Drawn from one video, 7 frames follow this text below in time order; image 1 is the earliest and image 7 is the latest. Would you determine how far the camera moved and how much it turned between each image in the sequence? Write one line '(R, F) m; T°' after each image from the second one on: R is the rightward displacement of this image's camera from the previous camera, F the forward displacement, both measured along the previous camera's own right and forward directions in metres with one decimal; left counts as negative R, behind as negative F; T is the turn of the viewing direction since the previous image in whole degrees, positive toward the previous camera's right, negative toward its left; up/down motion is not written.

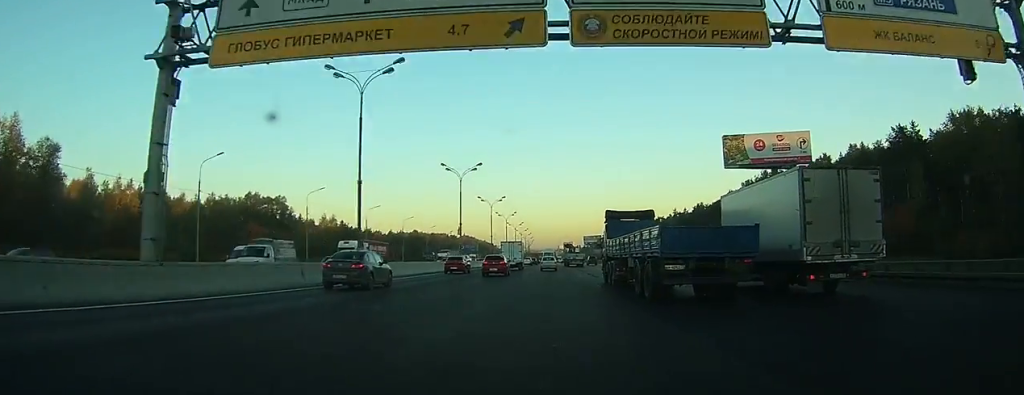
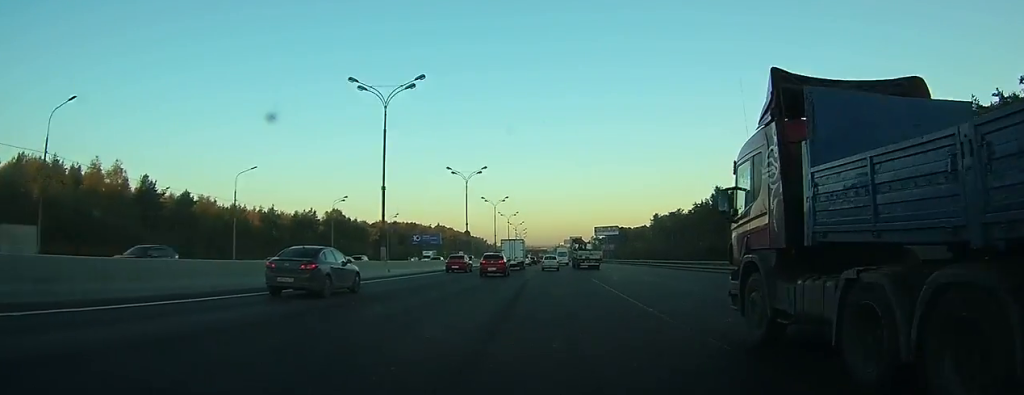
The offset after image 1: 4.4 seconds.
(-0.2, +112.6) m; 0°
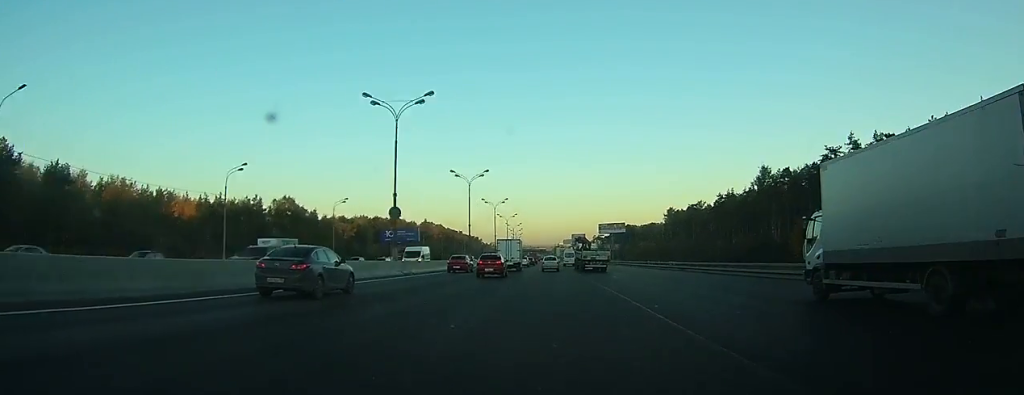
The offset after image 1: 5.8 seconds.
(0.0, +36.5) m; 0°
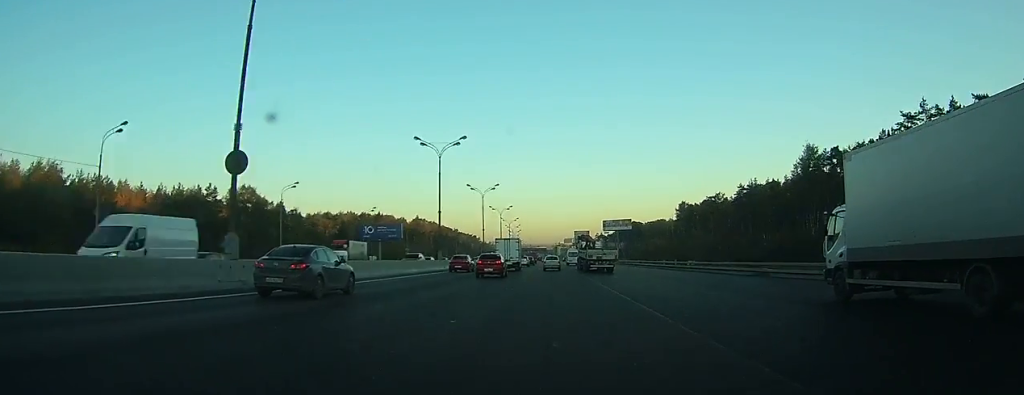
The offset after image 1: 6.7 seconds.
(0.0, +21.8) m; 0°
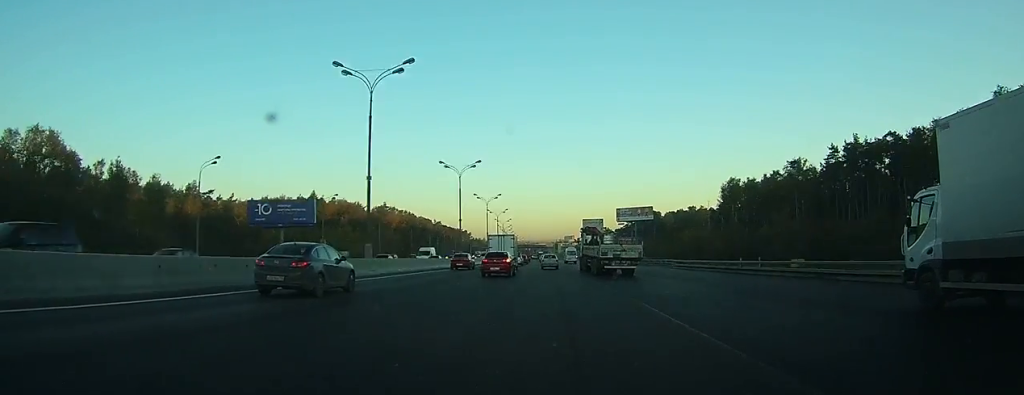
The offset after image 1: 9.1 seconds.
(+0.2, +57.1) m; 0°
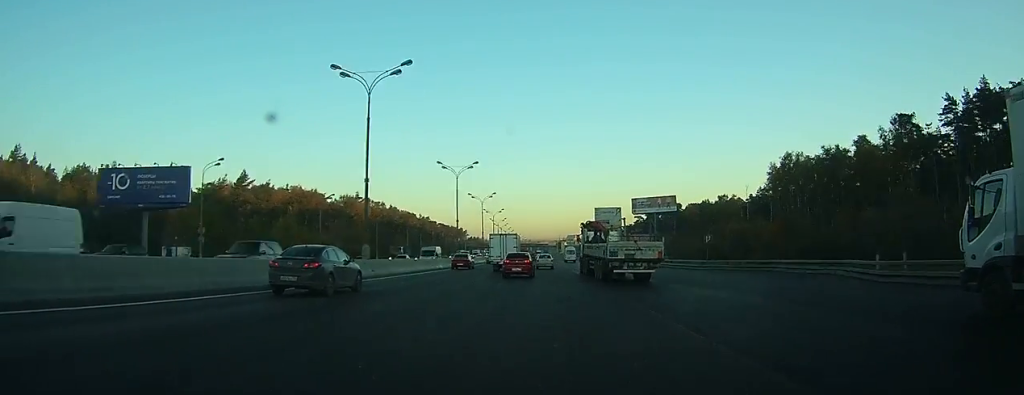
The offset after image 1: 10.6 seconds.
(0.0, +35.4) m; 0°
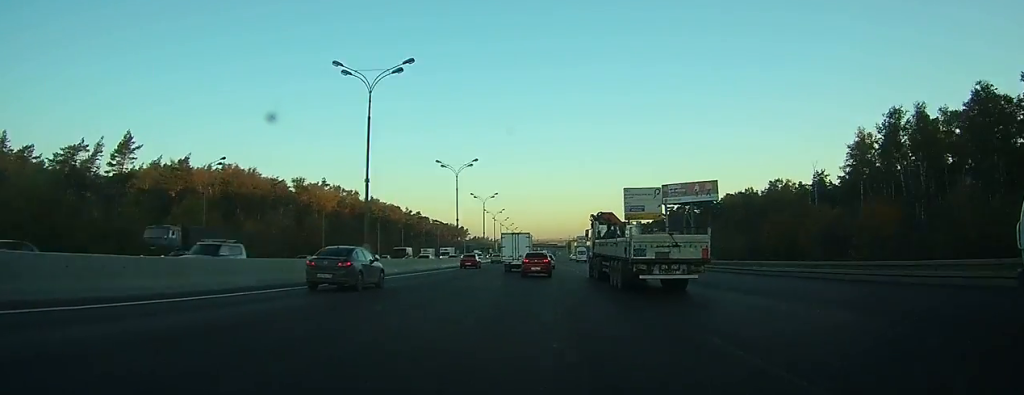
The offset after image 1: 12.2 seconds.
(0.0, +38.2) m; 0°
